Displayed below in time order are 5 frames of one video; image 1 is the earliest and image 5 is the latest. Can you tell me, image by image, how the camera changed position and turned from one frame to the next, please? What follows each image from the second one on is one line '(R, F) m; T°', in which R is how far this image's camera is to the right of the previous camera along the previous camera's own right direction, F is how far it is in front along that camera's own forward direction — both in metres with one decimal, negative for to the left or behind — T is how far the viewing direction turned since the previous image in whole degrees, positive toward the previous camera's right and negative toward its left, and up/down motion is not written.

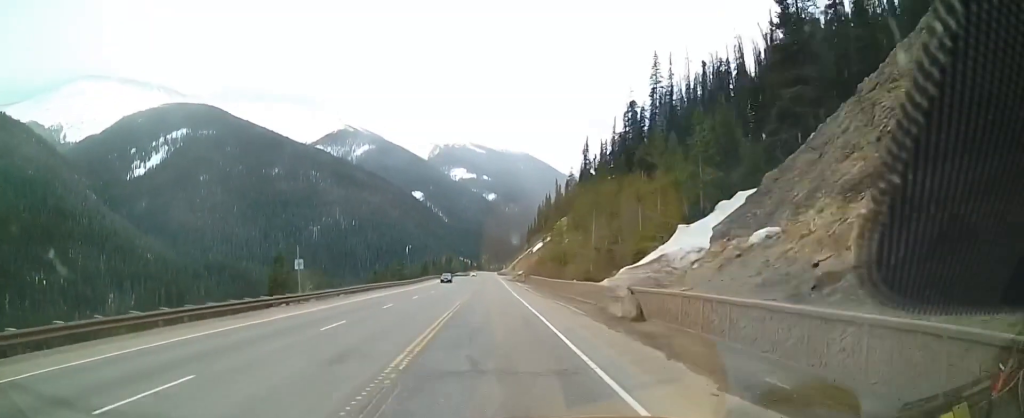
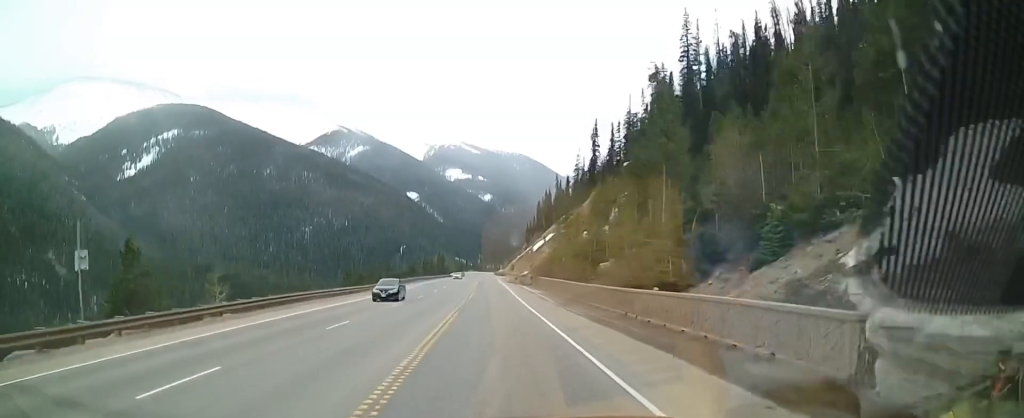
(0.0, +21.6) m; 0°
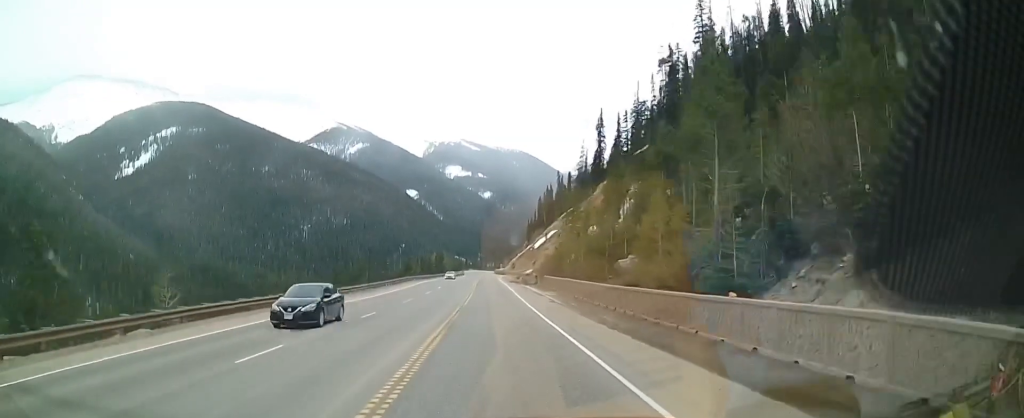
(0.0, +7.0) m; +1°
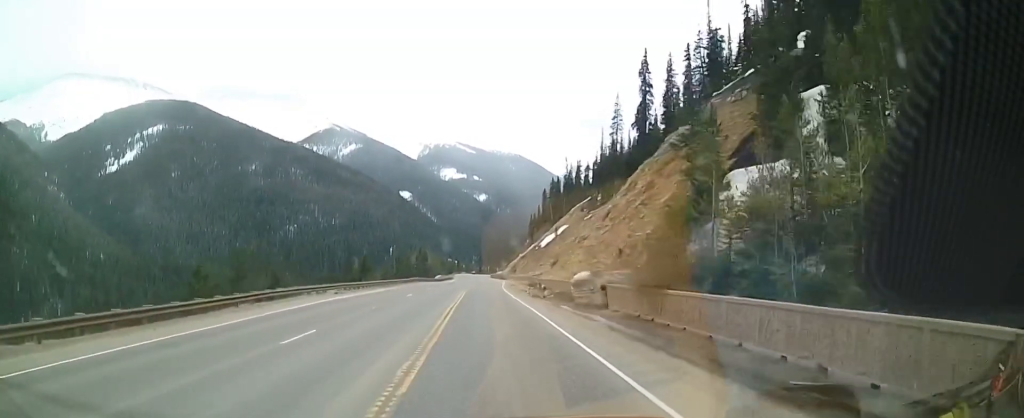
(+1.3, +45.2) m; +3°
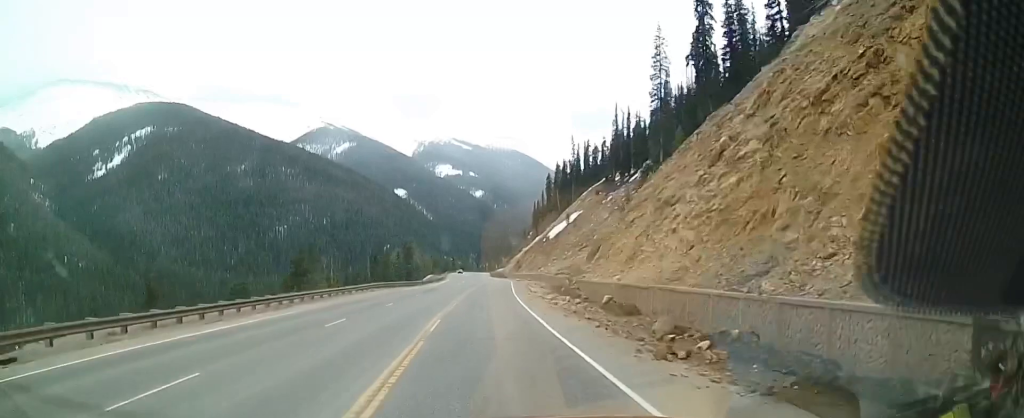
(+0.1, +32.7) m; -1°
